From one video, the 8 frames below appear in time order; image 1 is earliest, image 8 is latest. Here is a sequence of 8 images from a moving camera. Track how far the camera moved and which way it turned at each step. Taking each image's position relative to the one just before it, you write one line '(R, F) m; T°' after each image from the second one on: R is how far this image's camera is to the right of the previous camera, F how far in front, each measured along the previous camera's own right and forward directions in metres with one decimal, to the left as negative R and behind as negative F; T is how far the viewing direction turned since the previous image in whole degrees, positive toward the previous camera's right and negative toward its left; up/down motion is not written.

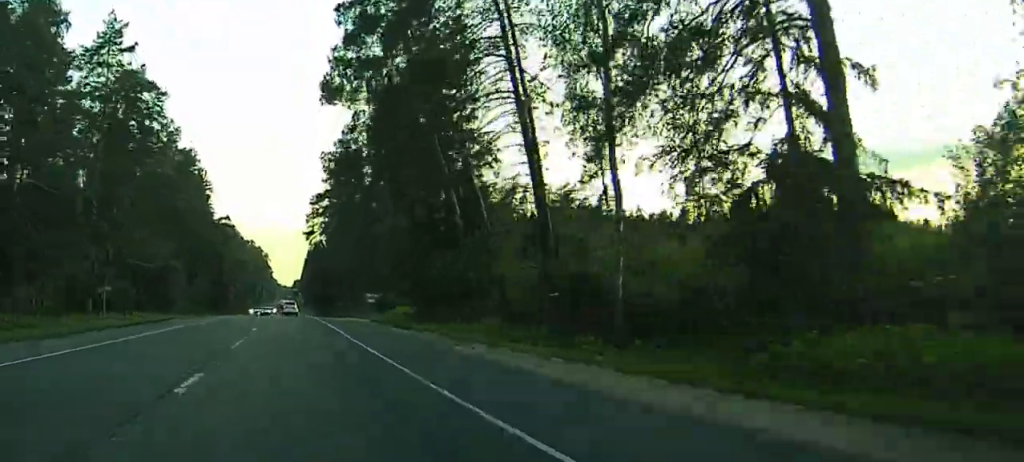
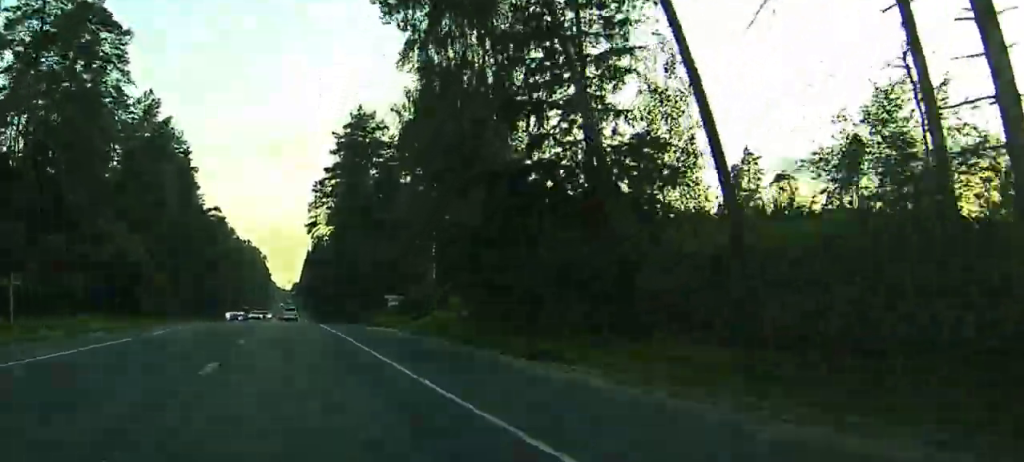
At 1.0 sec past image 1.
(+0.1, +21.1) m; +1°
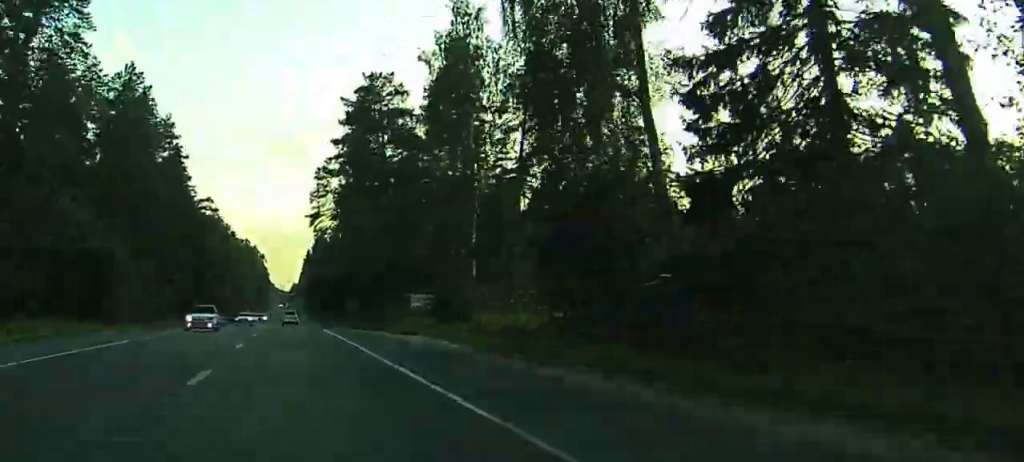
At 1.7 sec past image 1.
(+0.3, +14.0) m; +1°
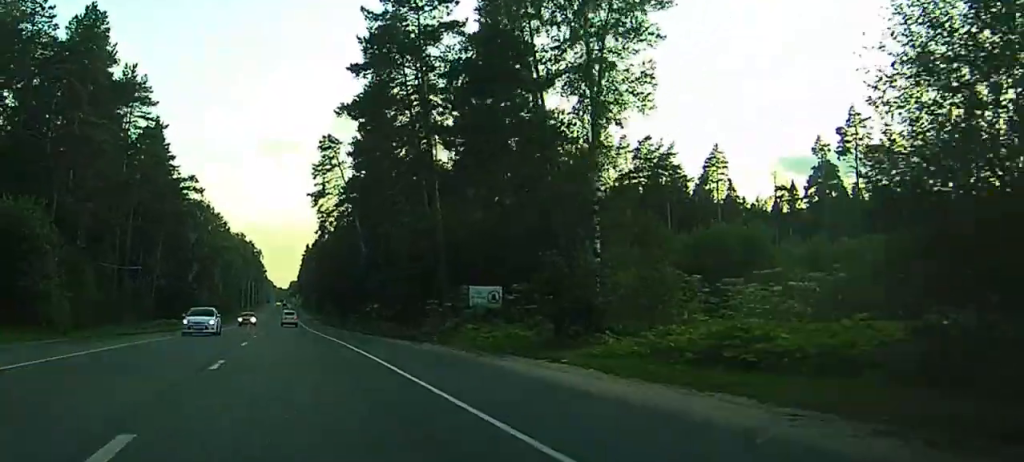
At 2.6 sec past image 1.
(-0.1, +20.4) m; 0°
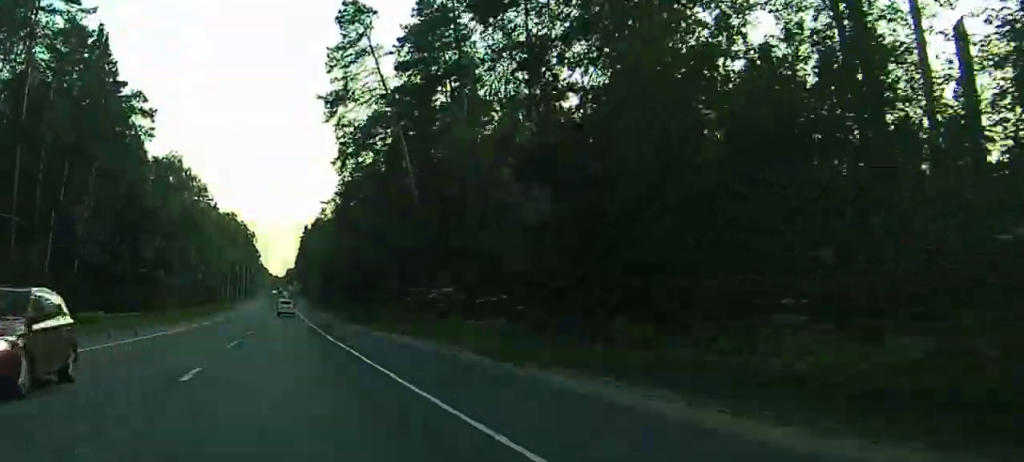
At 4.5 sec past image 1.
(0.0, +39.1) m; +1°
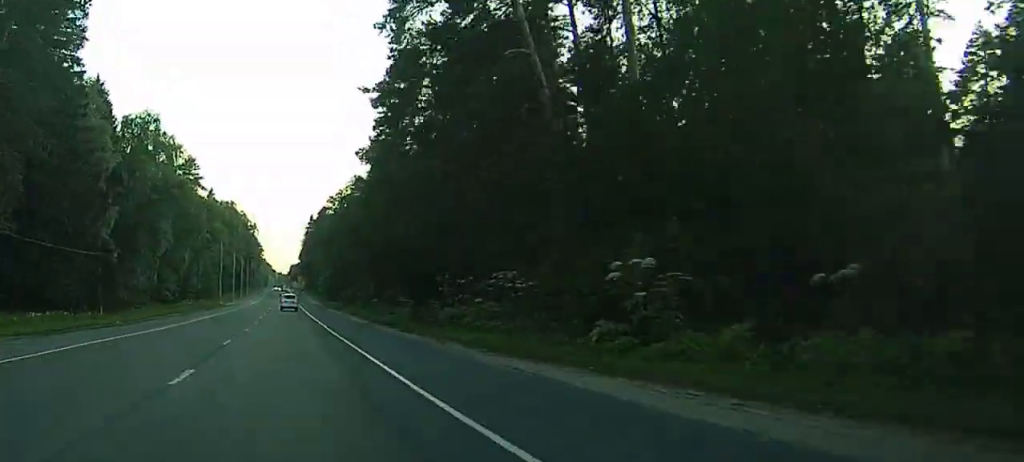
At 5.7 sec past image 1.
(+0.4, +25.7) m; 0°
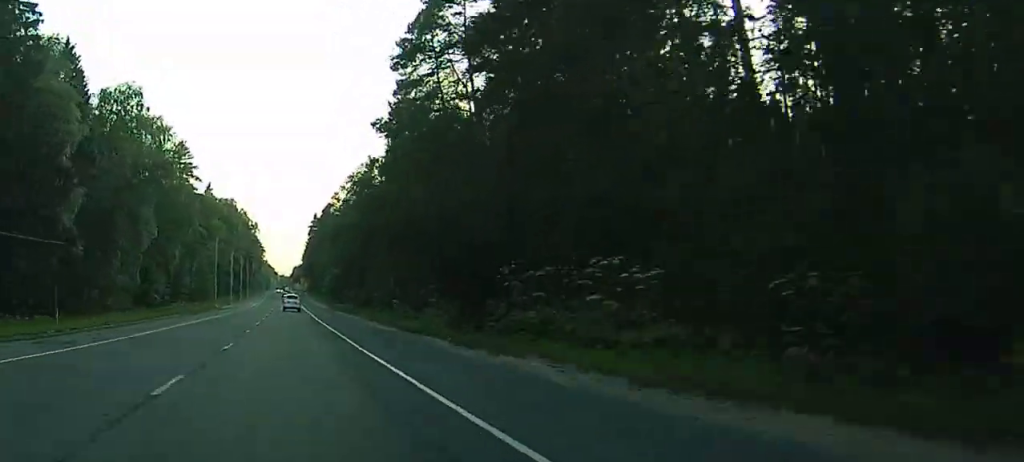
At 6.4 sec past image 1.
(-0.3, +13.8) m; -1°
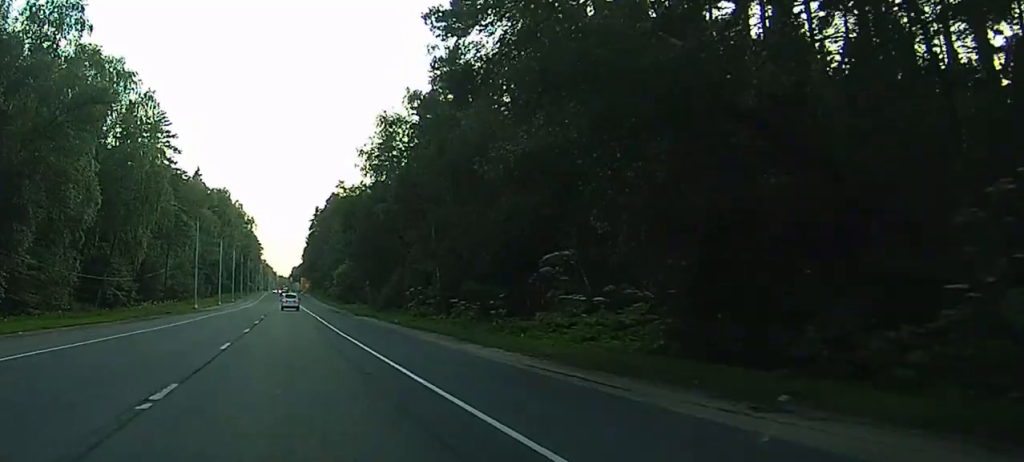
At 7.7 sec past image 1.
(-0.1, +26.2) m; -1°
